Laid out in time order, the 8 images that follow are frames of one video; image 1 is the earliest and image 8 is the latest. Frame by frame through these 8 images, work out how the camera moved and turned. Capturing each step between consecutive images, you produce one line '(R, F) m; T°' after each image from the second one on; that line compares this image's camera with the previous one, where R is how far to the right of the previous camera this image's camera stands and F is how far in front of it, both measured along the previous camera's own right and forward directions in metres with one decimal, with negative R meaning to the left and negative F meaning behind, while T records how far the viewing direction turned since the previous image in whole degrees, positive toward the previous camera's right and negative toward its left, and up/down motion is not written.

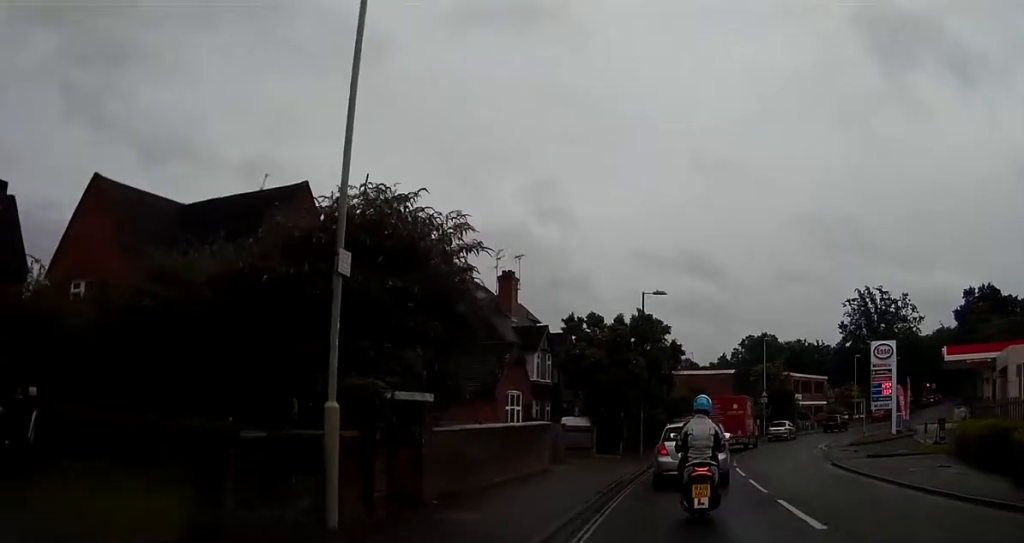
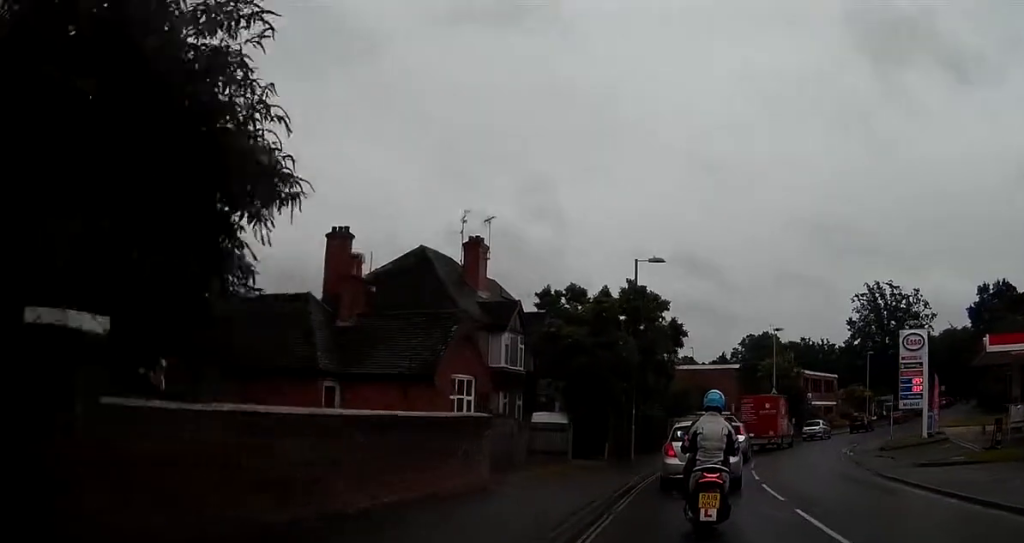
(-0.2, +6.9) m; -2°
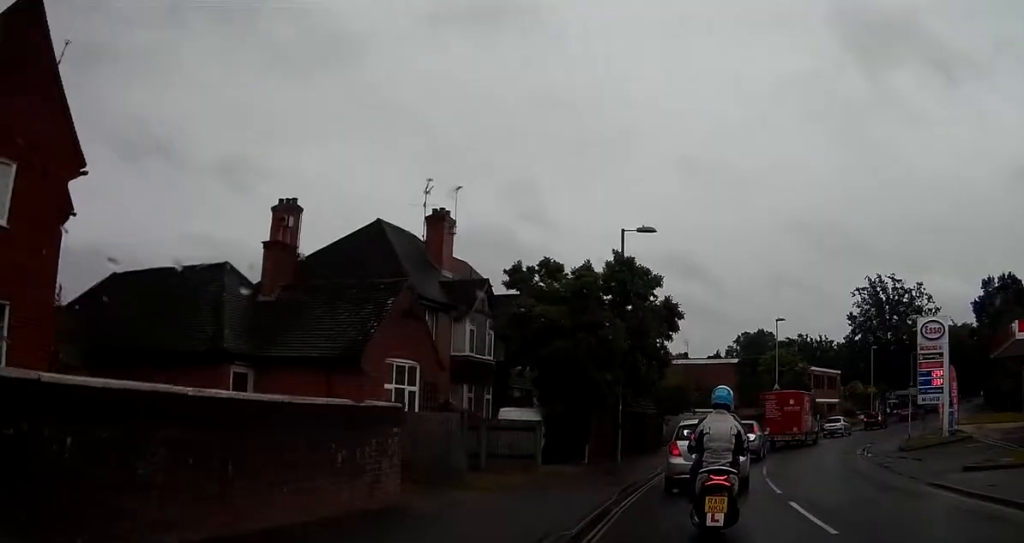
(-0.1, +4.3) m; +3°
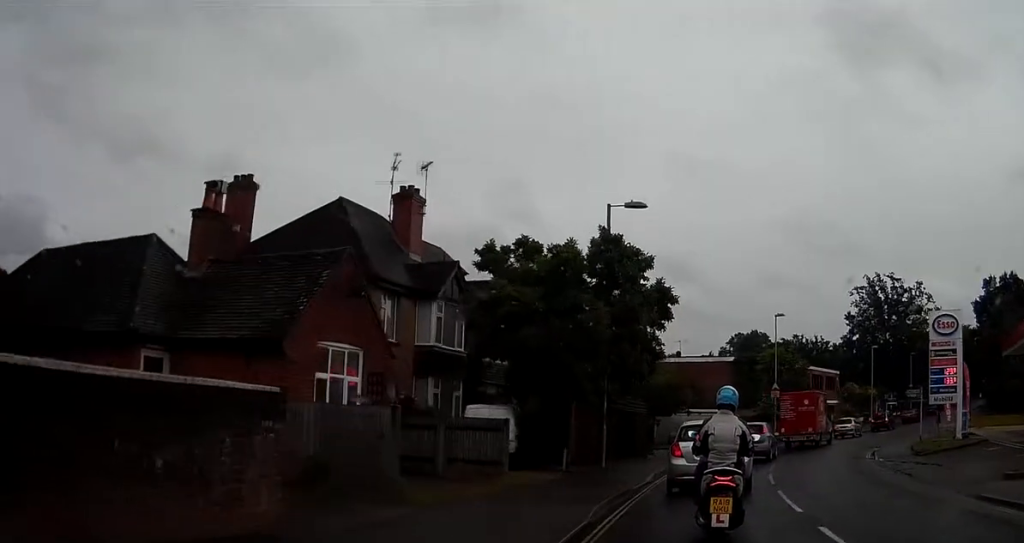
(+0.1, +3.0) m; +4°
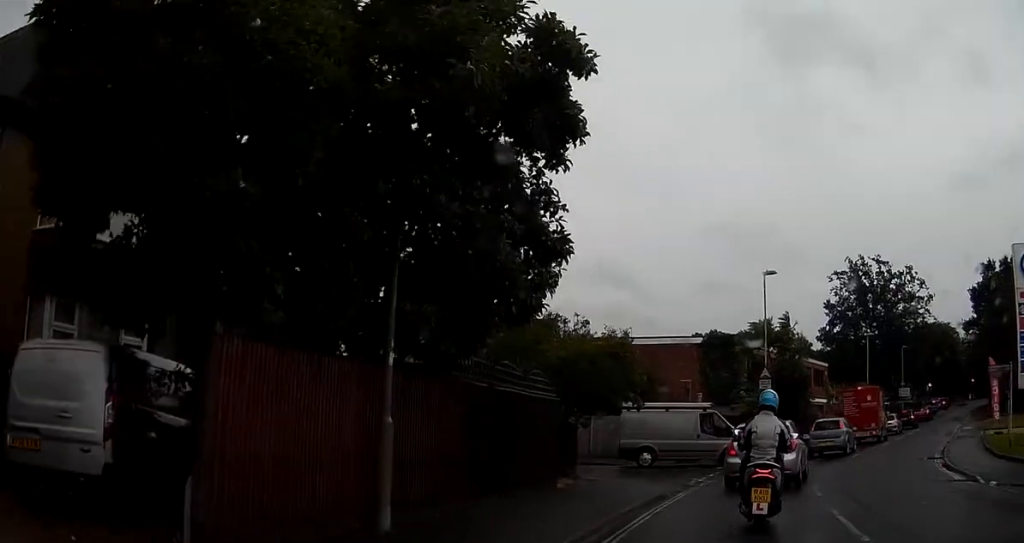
(+2.7, +14.8) m; +12°
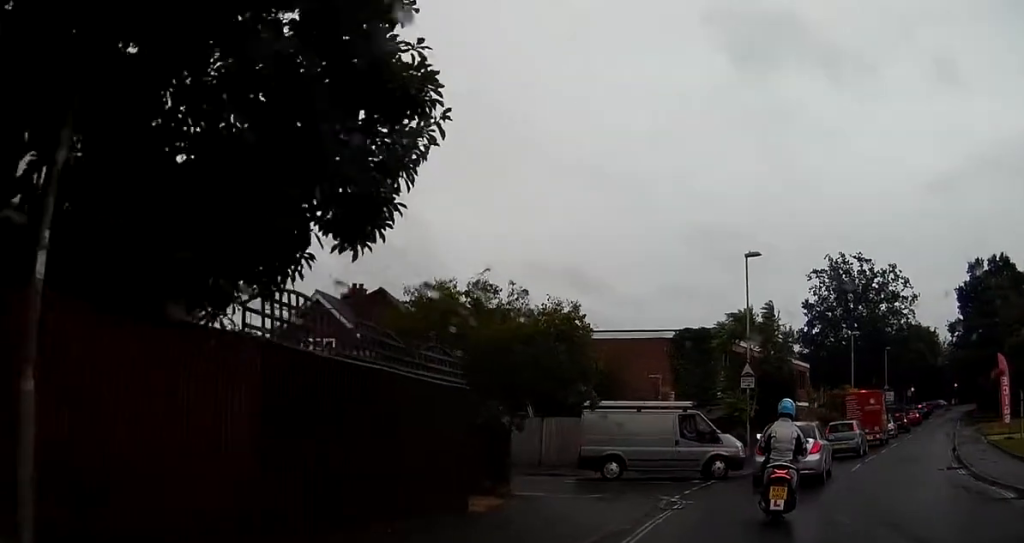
(-0.1, +5.1) m; +2°
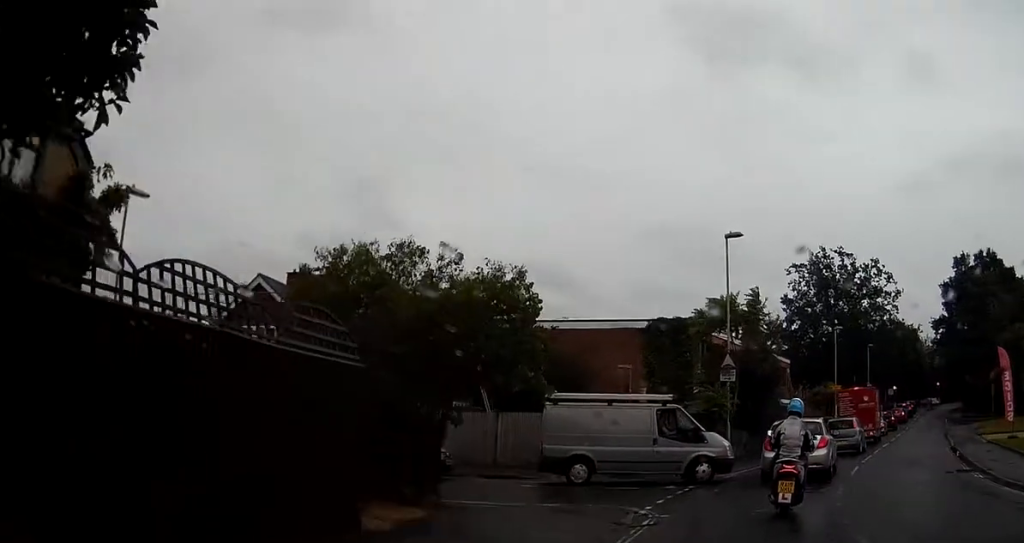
(+0.2, +3.2) m; +5°
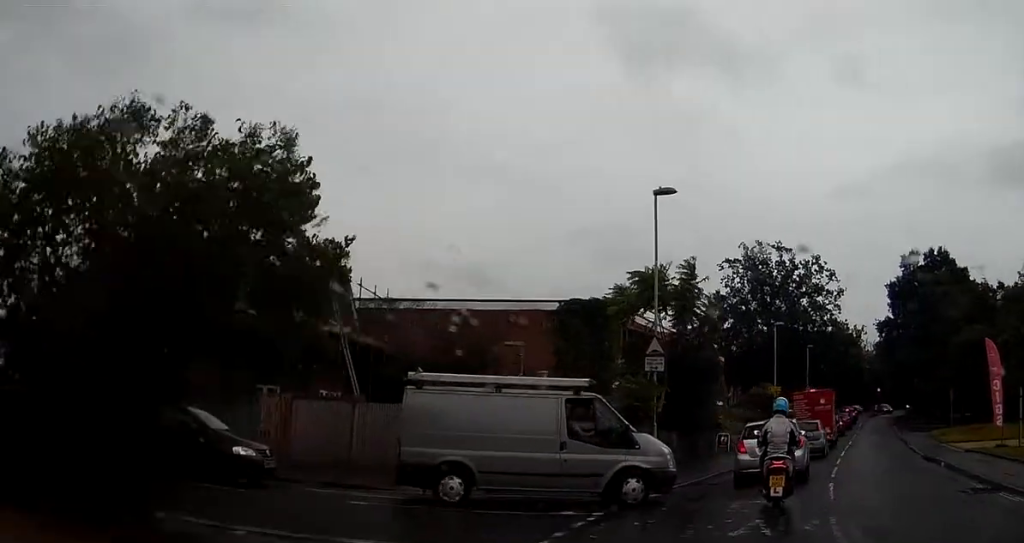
(+0.4, +5.7) m; +9°
